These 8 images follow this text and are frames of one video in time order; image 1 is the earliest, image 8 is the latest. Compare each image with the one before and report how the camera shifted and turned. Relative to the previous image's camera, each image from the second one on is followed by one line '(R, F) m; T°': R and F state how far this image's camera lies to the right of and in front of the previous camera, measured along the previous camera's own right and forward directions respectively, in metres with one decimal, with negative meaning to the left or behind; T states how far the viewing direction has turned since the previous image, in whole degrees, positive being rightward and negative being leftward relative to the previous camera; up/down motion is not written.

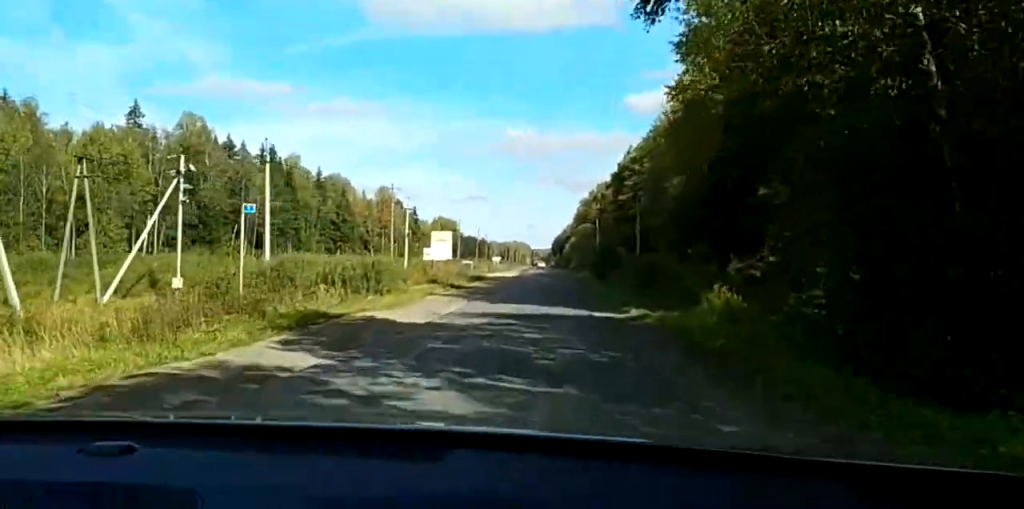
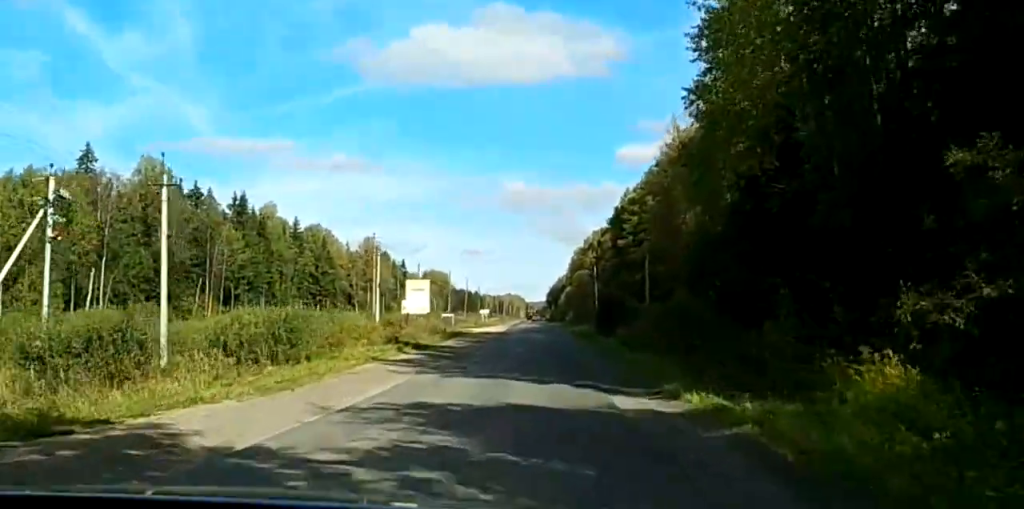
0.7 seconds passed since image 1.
(0.0, +14.6) m; 0°
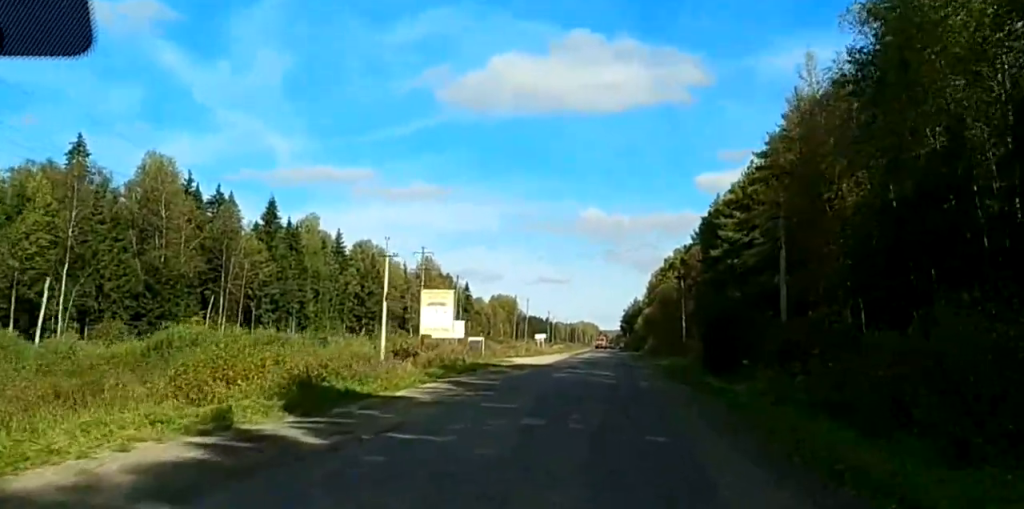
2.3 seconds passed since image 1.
(+0.6, +30.2) m; +2°
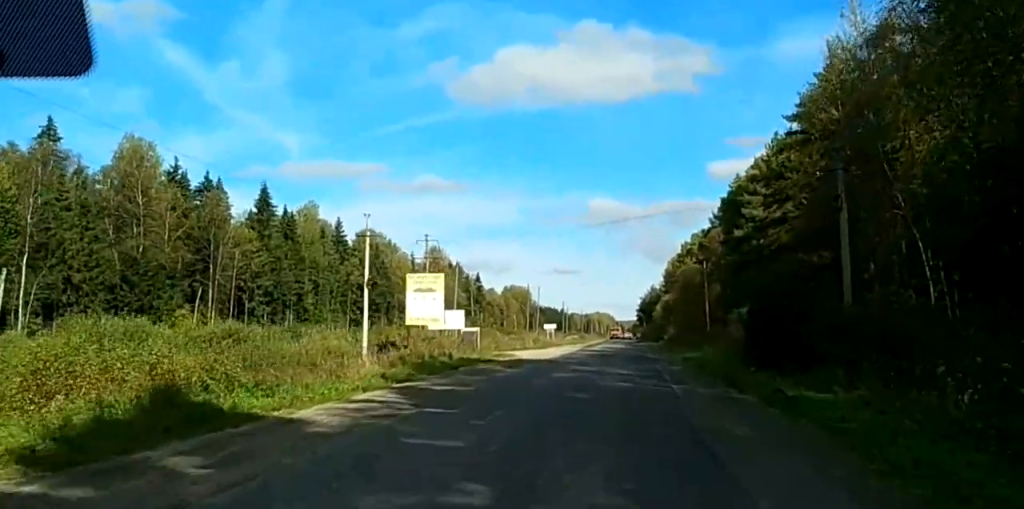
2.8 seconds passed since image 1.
(+0.1, +10.3) m; 0°
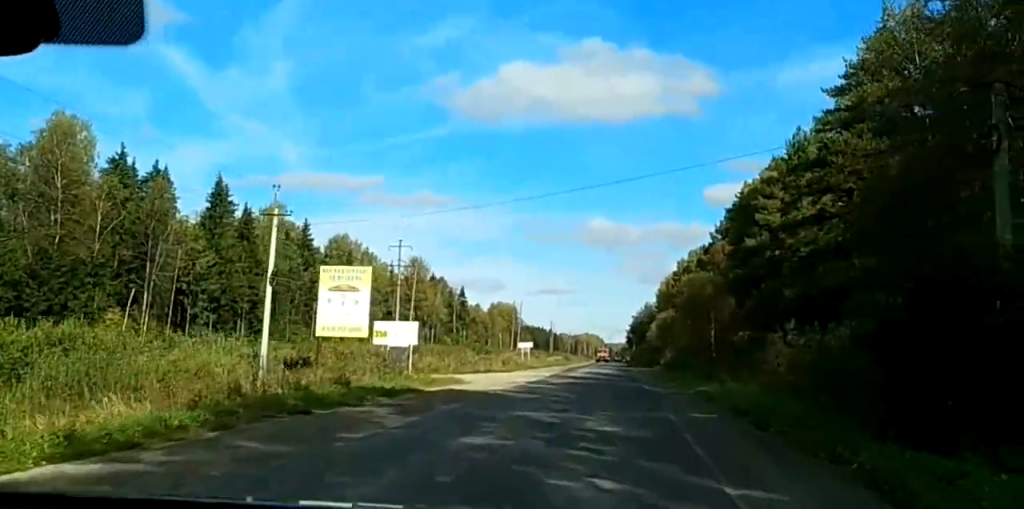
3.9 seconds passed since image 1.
(0.0, +17.8) m; 0°
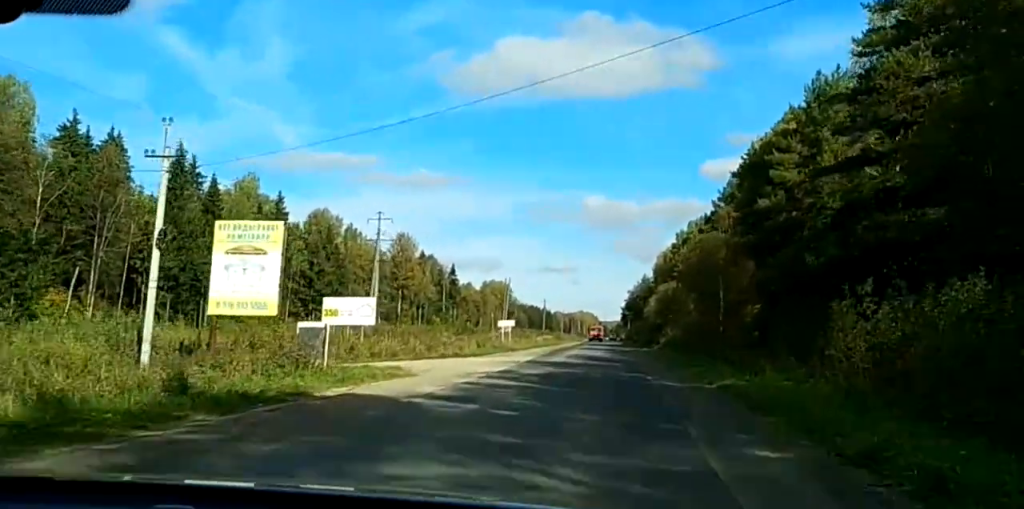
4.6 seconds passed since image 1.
(+0.1, +11.9) m; -1°
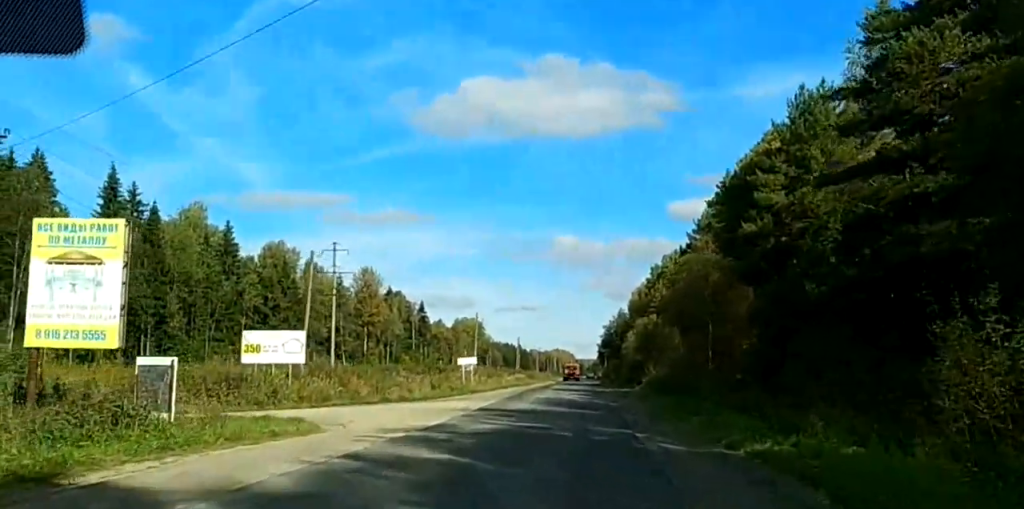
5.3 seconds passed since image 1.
(-0.2, +8.8) m; -1°
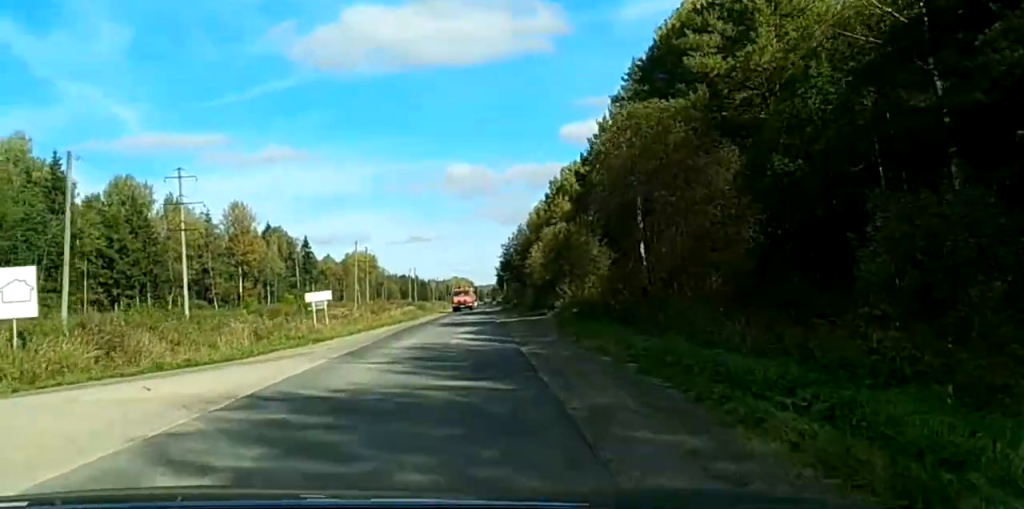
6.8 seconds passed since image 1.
(-0.3, +18.1) m; -4°
